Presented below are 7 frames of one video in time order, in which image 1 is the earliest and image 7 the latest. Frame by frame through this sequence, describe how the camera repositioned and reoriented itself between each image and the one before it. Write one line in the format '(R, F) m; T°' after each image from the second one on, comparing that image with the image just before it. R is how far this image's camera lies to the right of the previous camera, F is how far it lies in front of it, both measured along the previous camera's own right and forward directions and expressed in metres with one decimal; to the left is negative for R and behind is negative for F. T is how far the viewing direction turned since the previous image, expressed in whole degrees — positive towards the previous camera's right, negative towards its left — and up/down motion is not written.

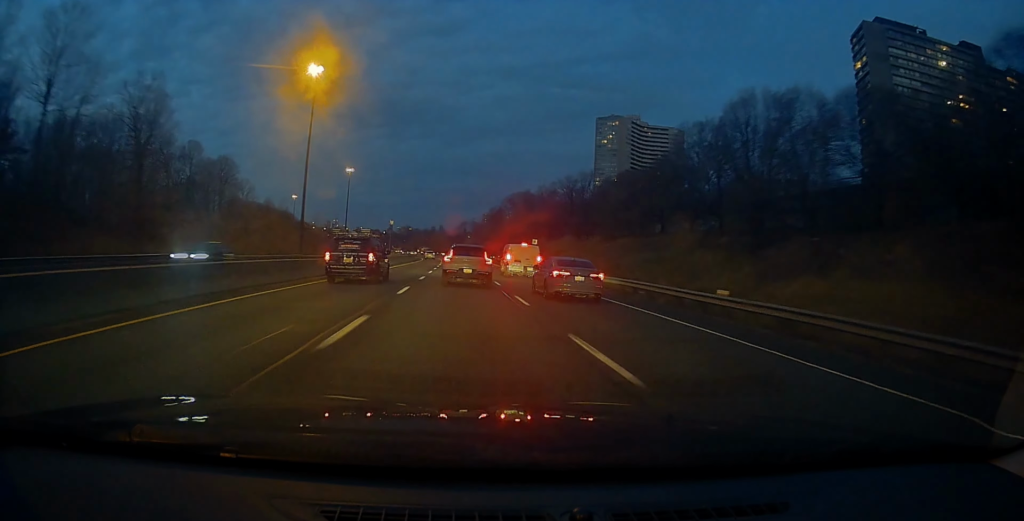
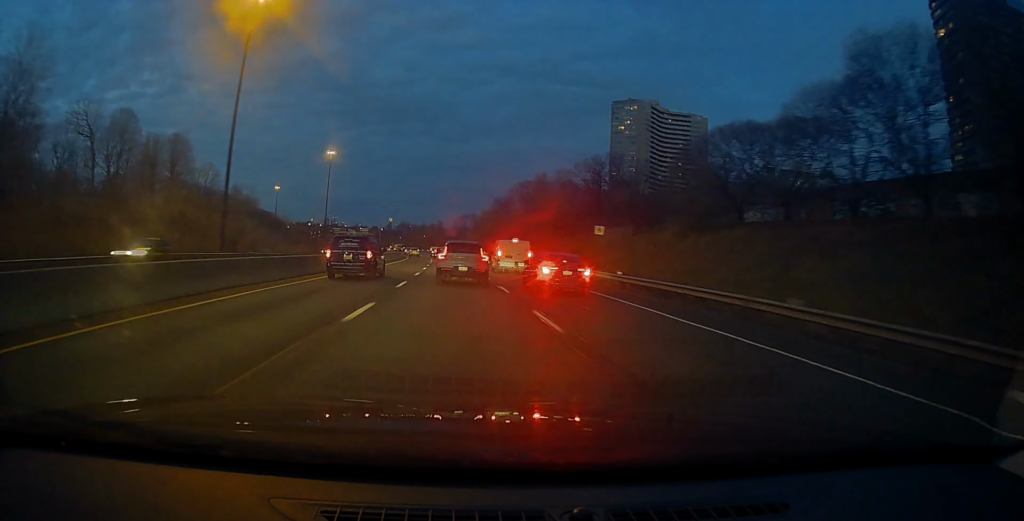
(-0.5, +35.2) m; -1°
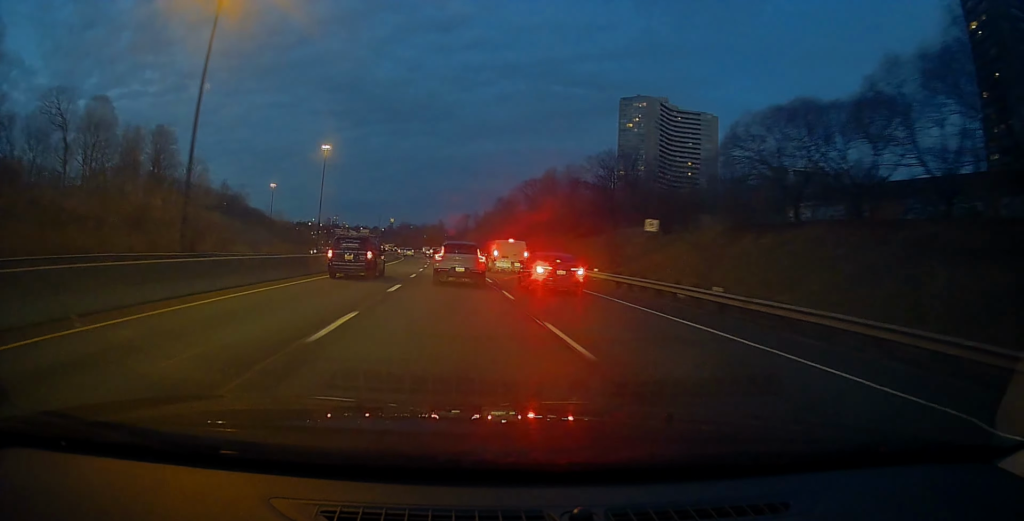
(0.0, +11.2) m; 0°
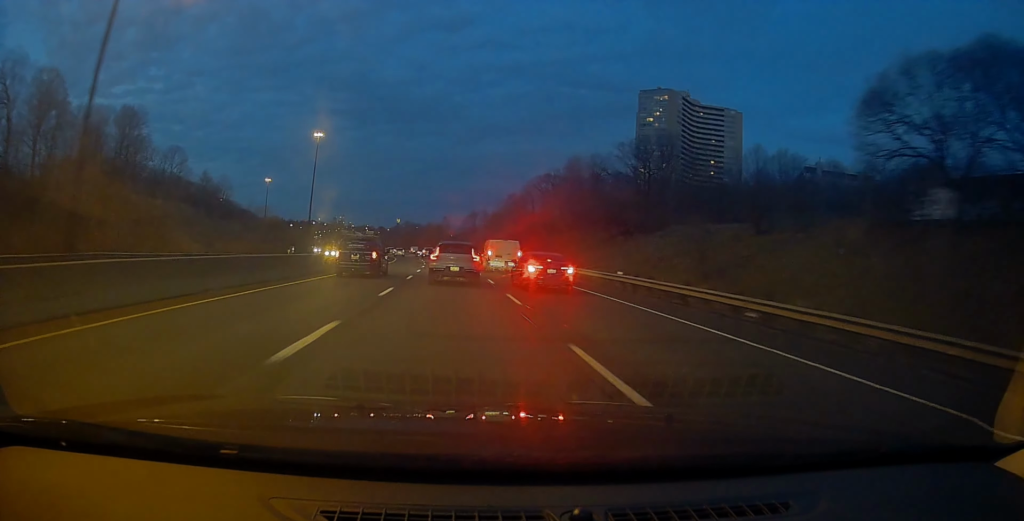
(+0.3, +20.4) m; 0°
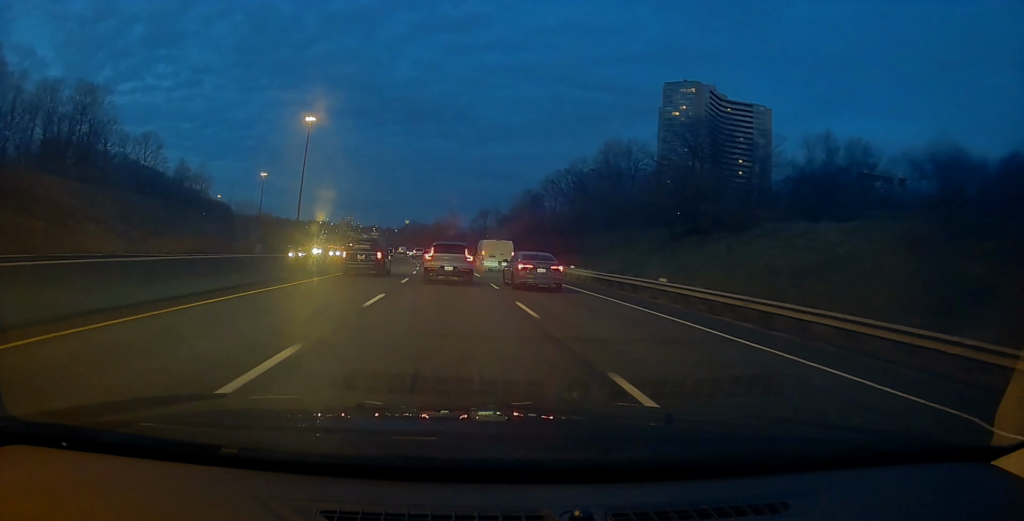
(-0.3, +20.9) m; 0°
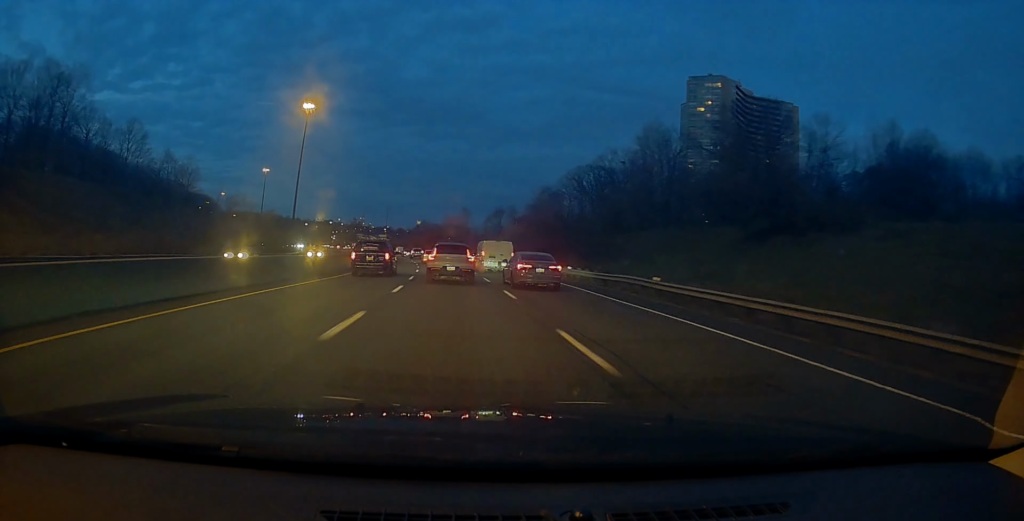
(0.0, +14.1) m; -1°
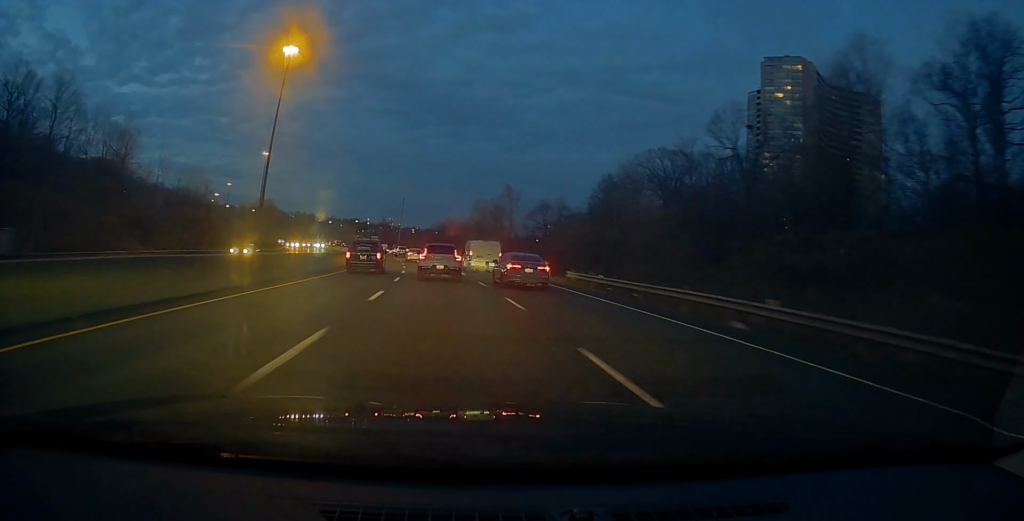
(-1.3, +39.7) m; -4°
